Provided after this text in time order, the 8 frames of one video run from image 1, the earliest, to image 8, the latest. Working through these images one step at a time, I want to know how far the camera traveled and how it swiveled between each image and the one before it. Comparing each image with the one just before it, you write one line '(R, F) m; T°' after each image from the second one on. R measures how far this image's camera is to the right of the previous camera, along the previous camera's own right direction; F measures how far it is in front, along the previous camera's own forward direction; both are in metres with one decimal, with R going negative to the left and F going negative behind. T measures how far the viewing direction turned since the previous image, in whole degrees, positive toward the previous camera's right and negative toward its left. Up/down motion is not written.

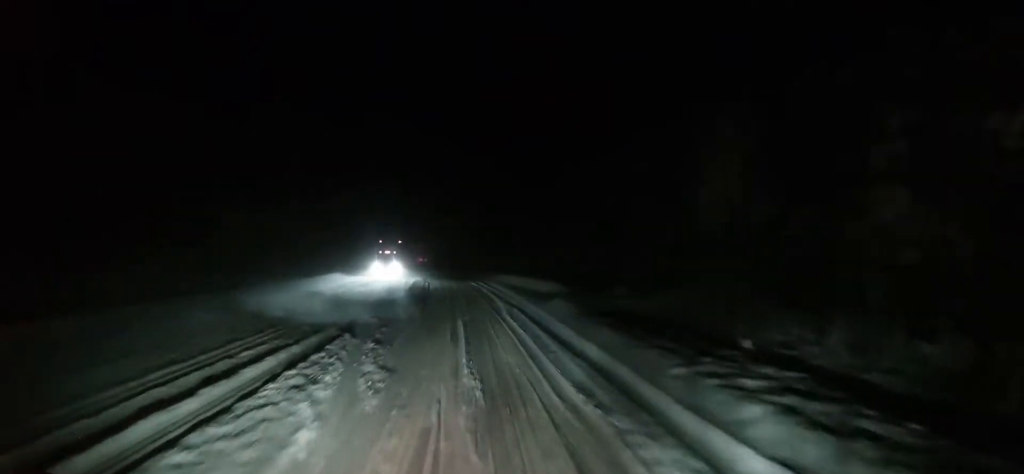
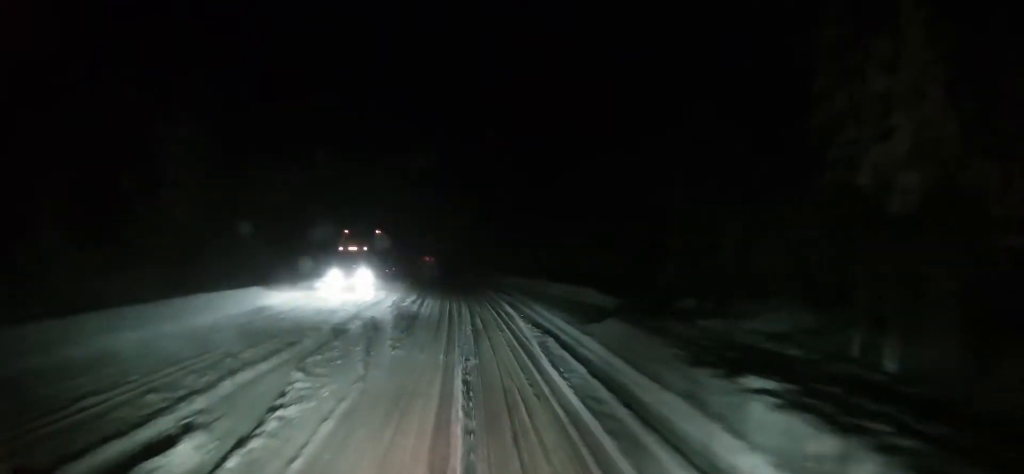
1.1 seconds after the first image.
(0.0, +11.4) m; +1°
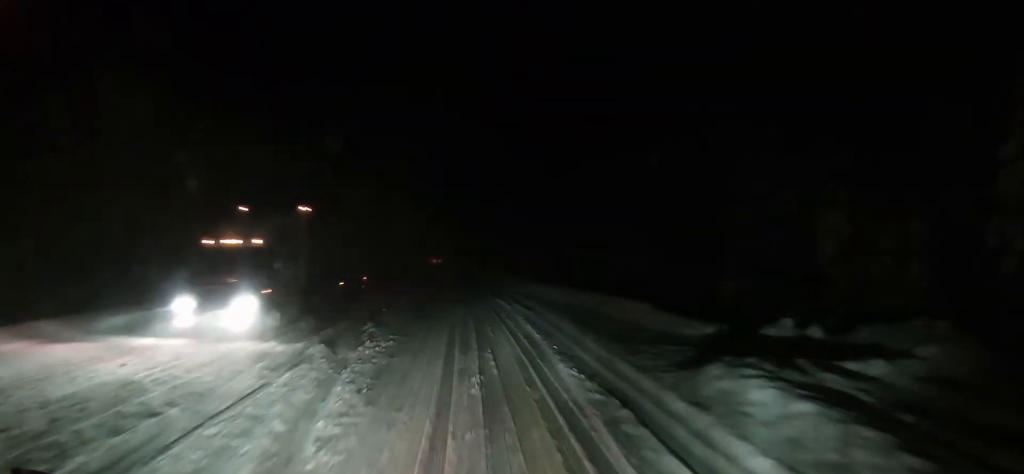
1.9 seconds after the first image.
(+0.2, +8.9) m; -1°
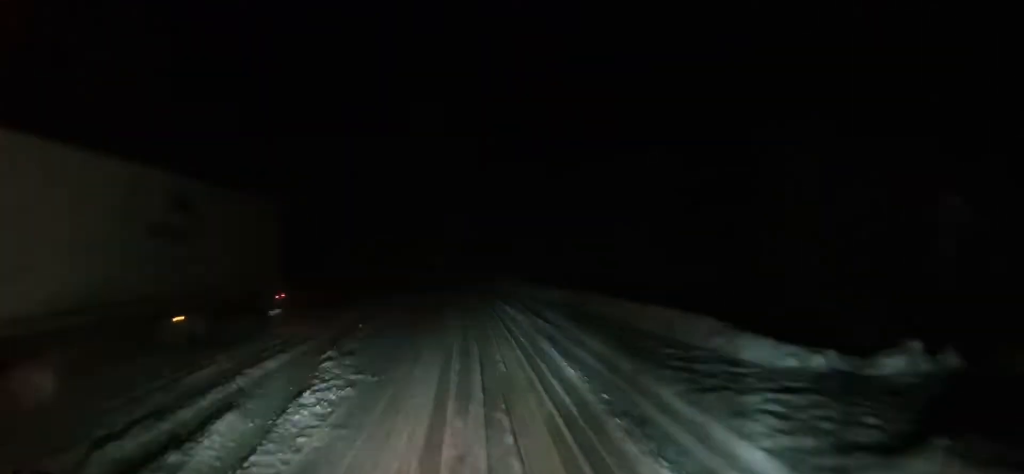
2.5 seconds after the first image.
(-0.1, +6.7) m; -1°
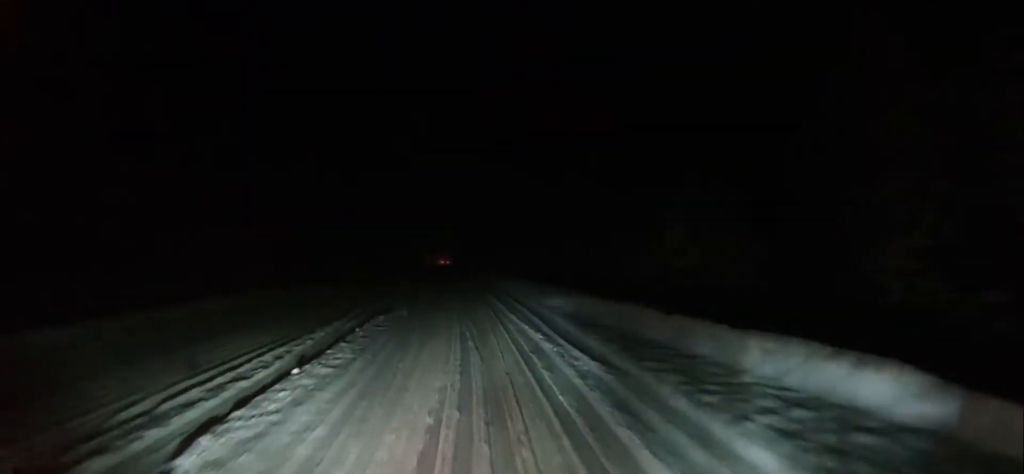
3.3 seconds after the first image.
(-0.2, +8.4) m; -1°
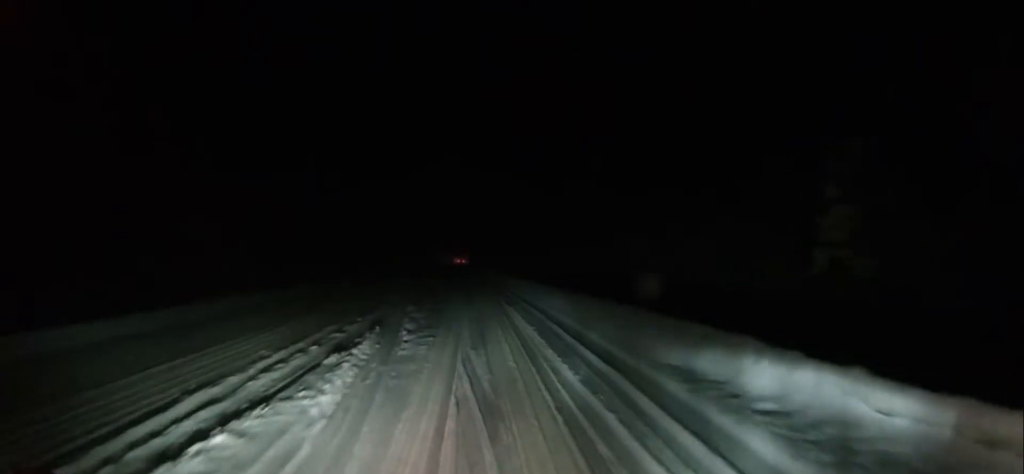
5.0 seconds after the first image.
(0.0, +17.2) m; -1°
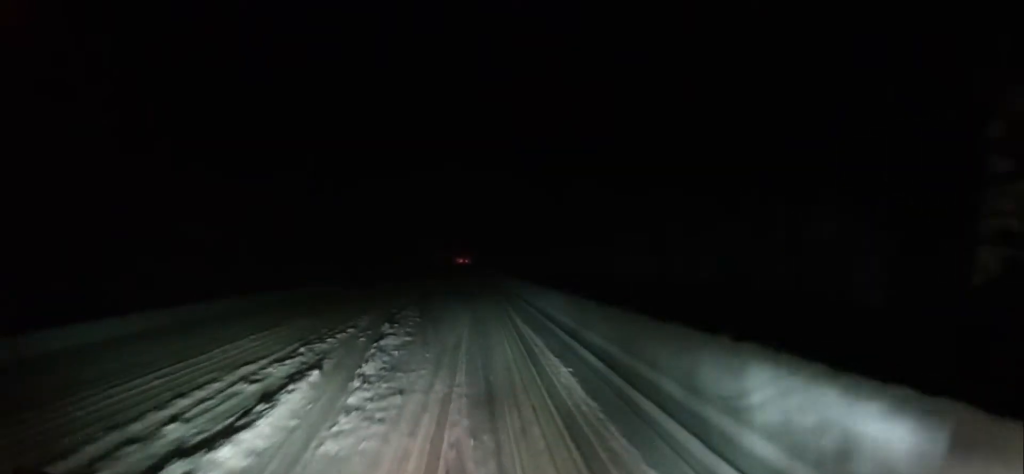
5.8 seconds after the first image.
(0.0, +8.5) m; -1°
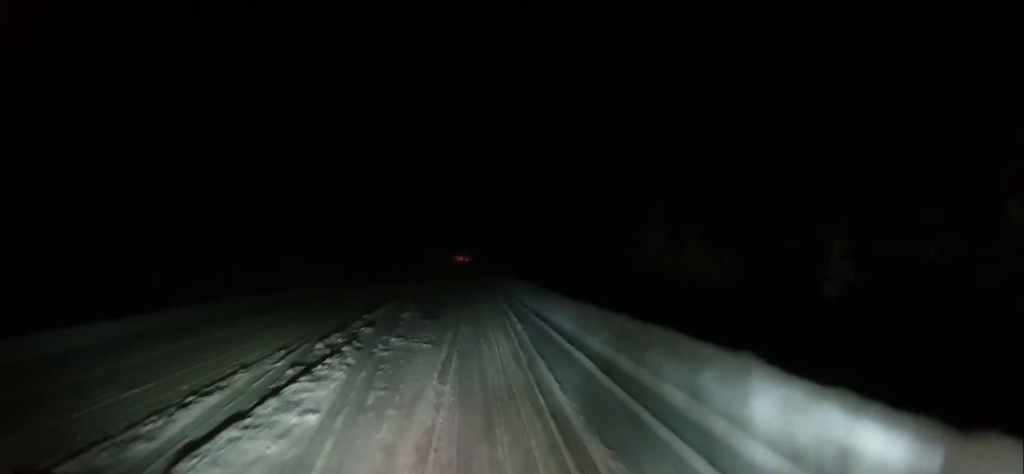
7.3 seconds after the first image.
(-0.2, +15.9) m; 0°
